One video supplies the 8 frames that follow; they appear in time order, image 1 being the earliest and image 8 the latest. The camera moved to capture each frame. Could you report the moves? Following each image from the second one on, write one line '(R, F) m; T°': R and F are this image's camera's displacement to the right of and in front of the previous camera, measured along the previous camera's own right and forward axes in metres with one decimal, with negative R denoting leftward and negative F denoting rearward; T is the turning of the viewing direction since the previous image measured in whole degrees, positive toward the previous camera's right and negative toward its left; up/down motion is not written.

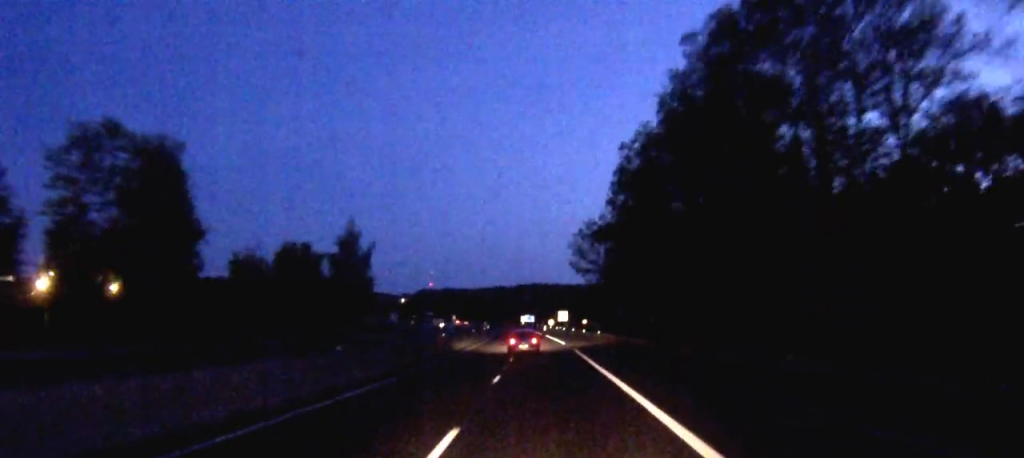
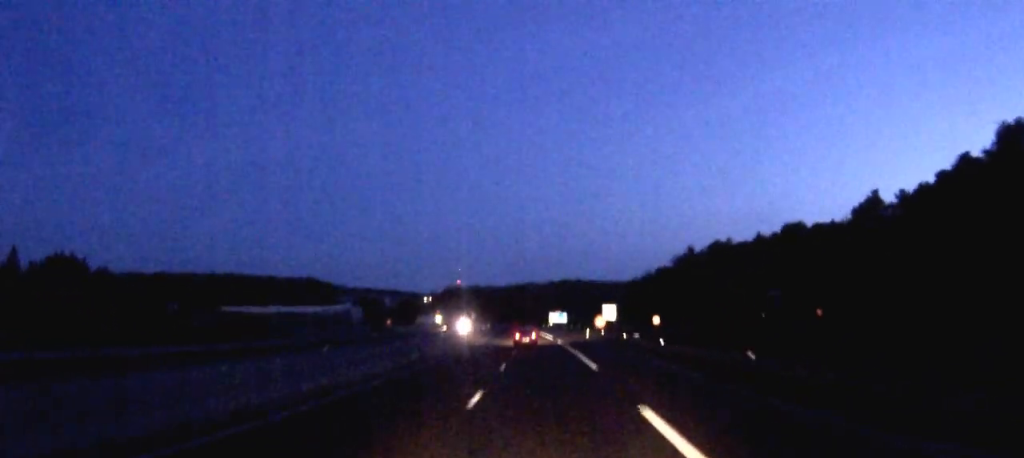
(-1.6, +83.0) m; -2°
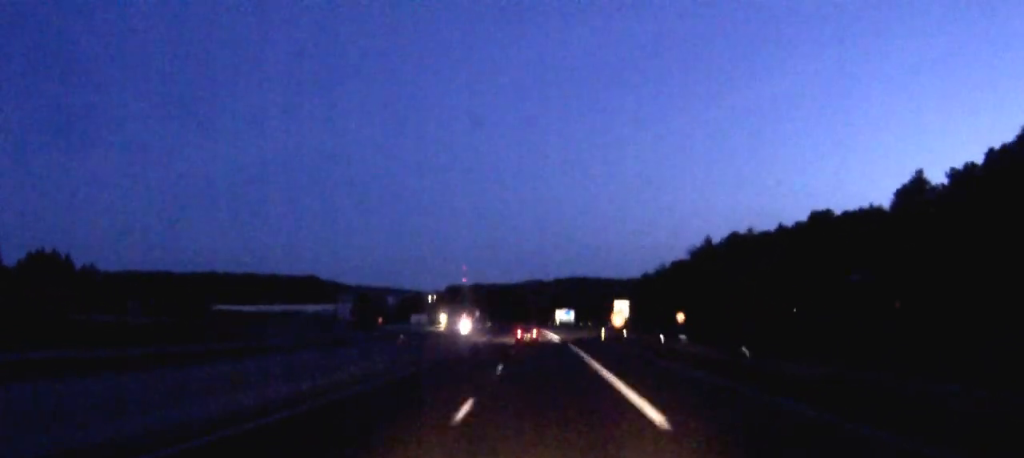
(-0.1, +15.3) m; -1°
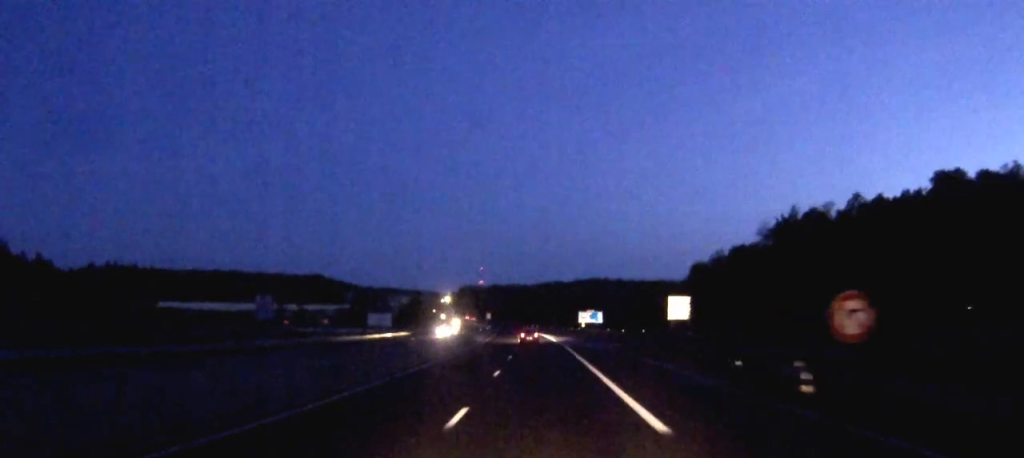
(-0.9, +52.2) m; -2°
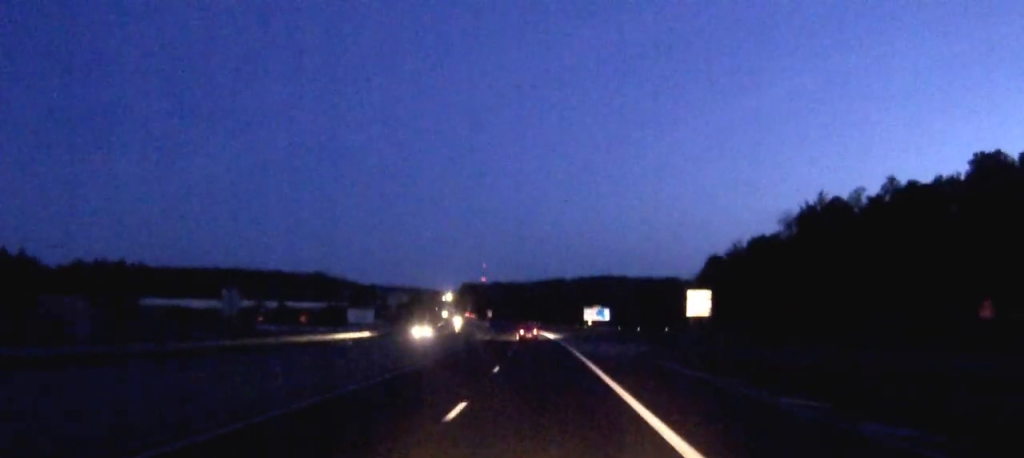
(0.0, +12.7) m; 0°
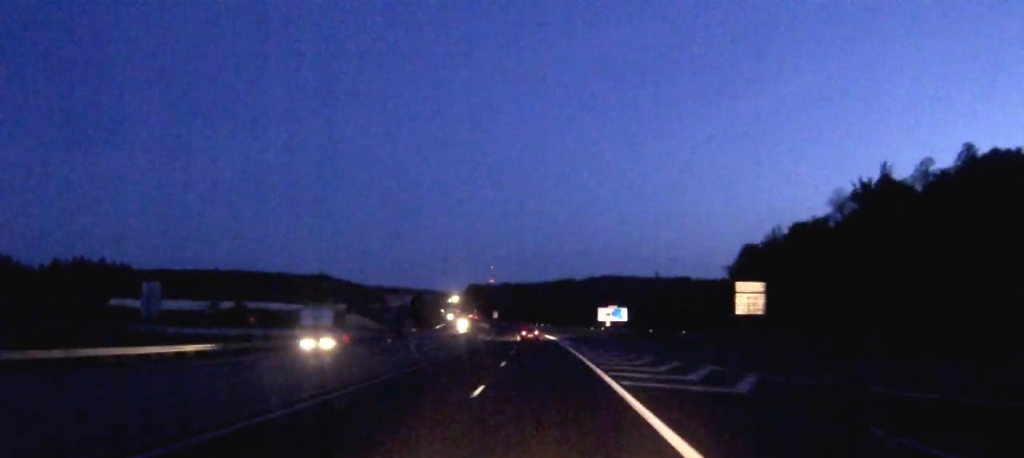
(-0.1, +21.5) m; -1°
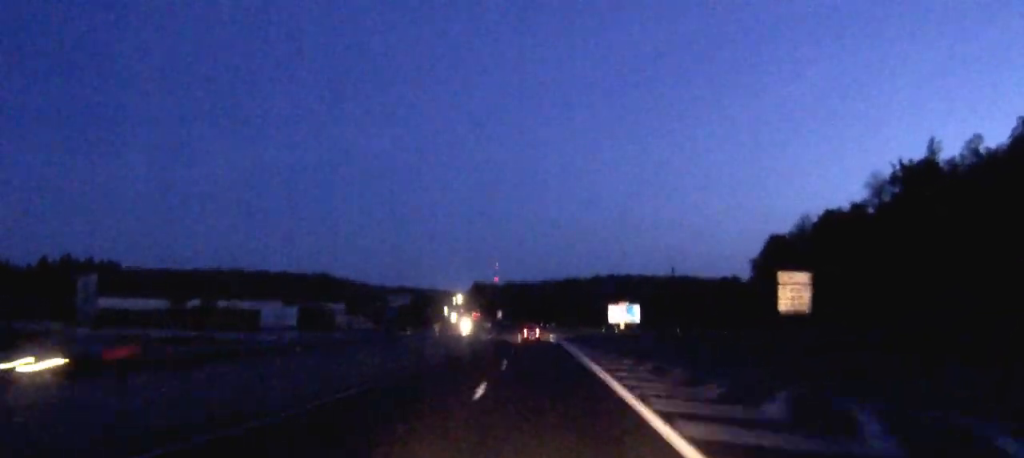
(0.0, +12.7) m; 0°
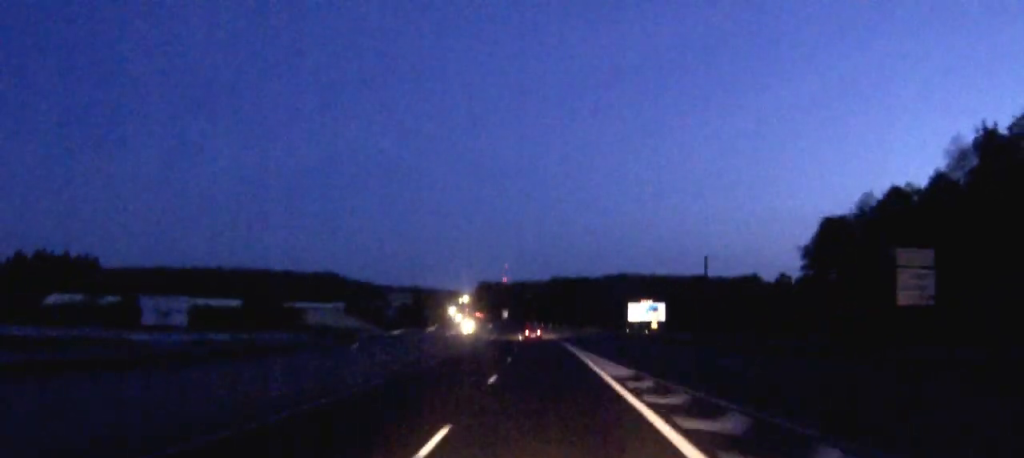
(-0.1, +21.4) m; -1°
